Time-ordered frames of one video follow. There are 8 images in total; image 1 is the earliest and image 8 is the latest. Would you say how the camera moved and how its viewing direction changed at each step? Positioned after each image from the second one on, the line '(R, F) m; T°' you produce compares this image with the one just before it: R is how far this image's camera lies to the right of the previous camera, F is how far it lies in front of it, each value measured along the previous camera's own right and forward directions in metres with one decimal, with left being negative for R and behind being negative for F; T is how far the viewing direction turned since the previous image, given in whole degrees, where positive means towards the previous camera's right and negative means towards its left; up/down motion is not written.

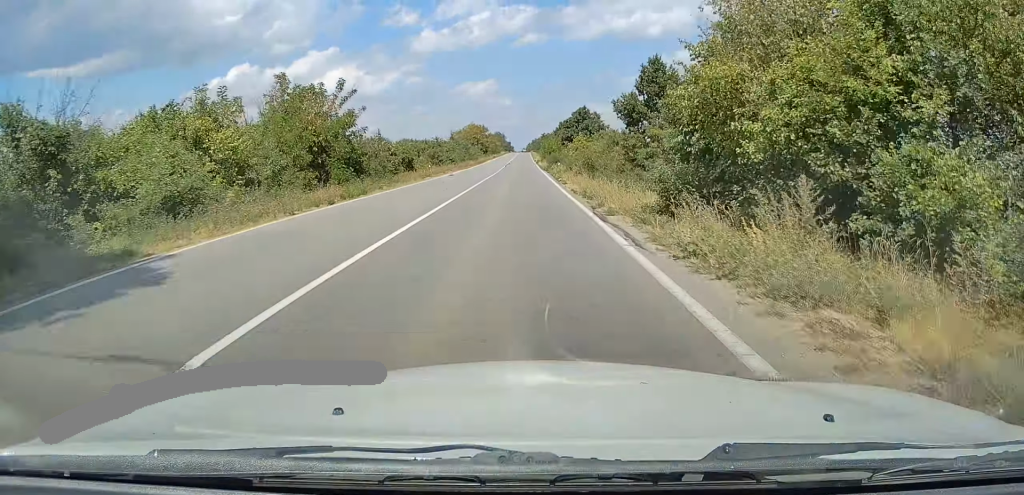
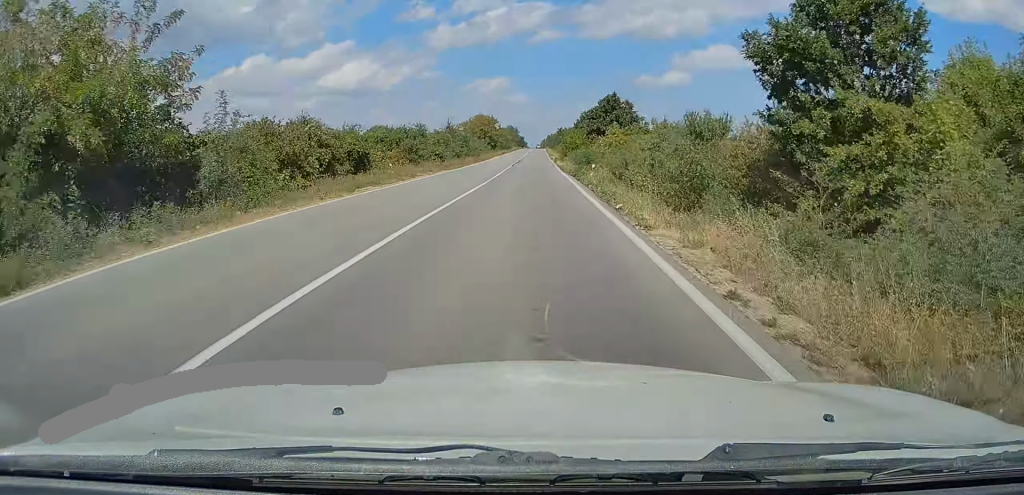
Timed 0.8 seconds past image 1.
(0.0, +18.4) m; 0°
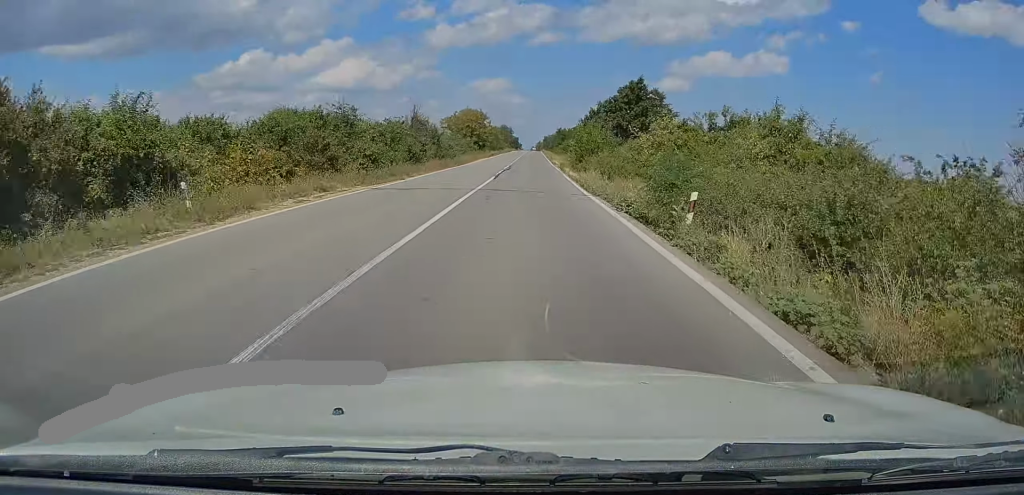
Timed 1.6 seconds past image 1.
(0.0, +20.1) m; 0°
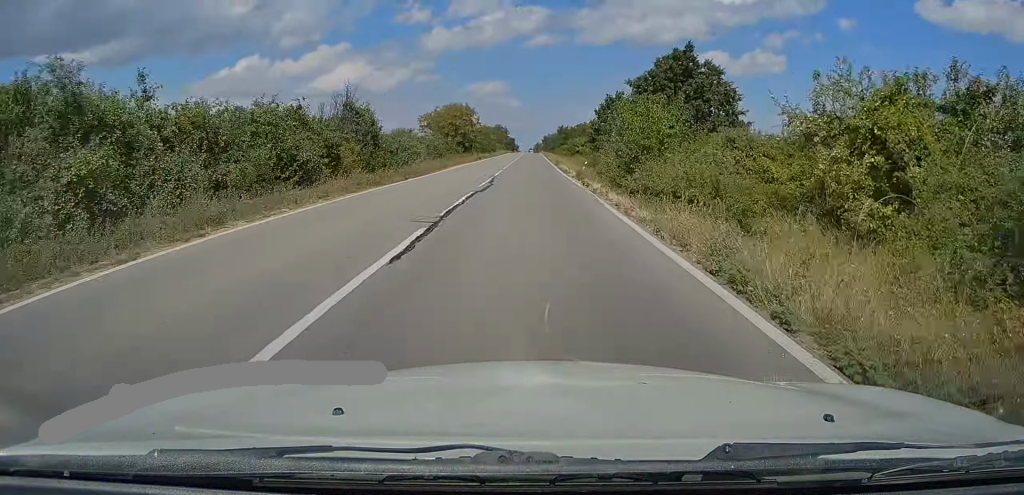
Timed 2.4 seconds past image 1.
(0.0, +19.4) m; -1°
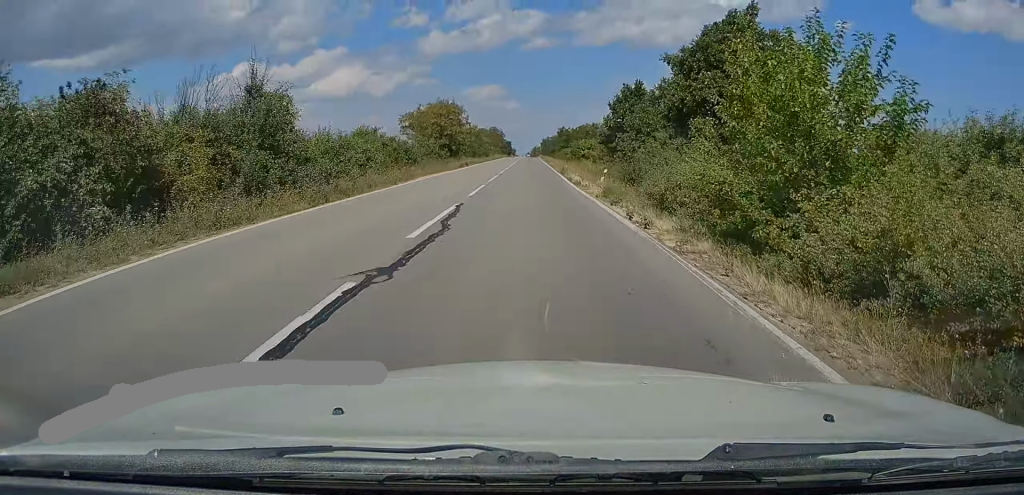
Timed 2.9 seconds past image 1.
(-0.2, +12.2) m; 0°
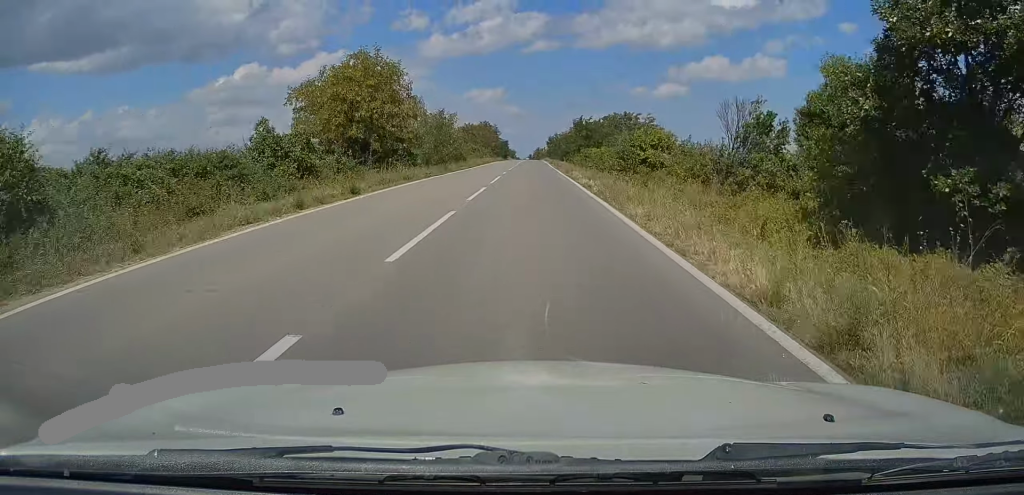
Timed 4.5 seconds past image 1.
(+0.1, +38.1) m; +1°
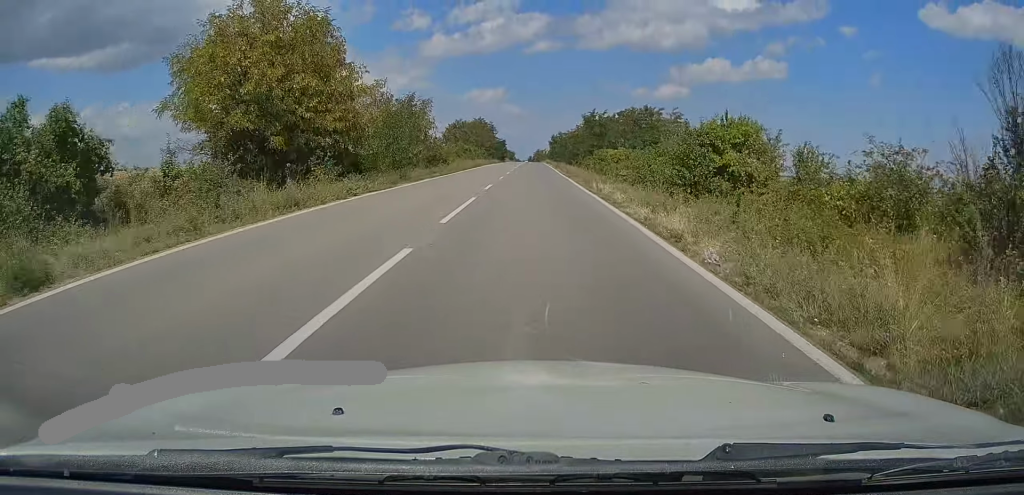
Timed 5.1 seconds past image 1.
(0.0, +14.5) m; 0°
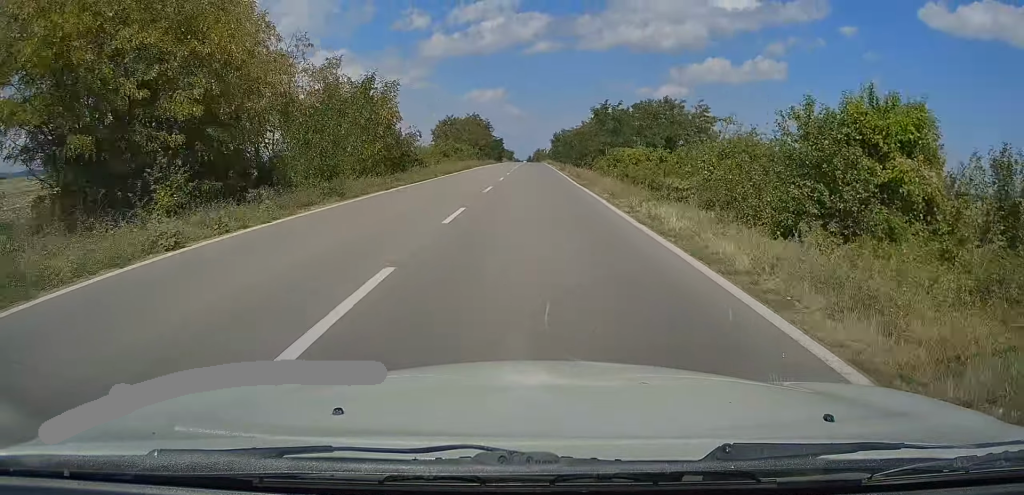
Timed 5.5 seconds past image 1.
(0.0, +10.5) m; 0°
